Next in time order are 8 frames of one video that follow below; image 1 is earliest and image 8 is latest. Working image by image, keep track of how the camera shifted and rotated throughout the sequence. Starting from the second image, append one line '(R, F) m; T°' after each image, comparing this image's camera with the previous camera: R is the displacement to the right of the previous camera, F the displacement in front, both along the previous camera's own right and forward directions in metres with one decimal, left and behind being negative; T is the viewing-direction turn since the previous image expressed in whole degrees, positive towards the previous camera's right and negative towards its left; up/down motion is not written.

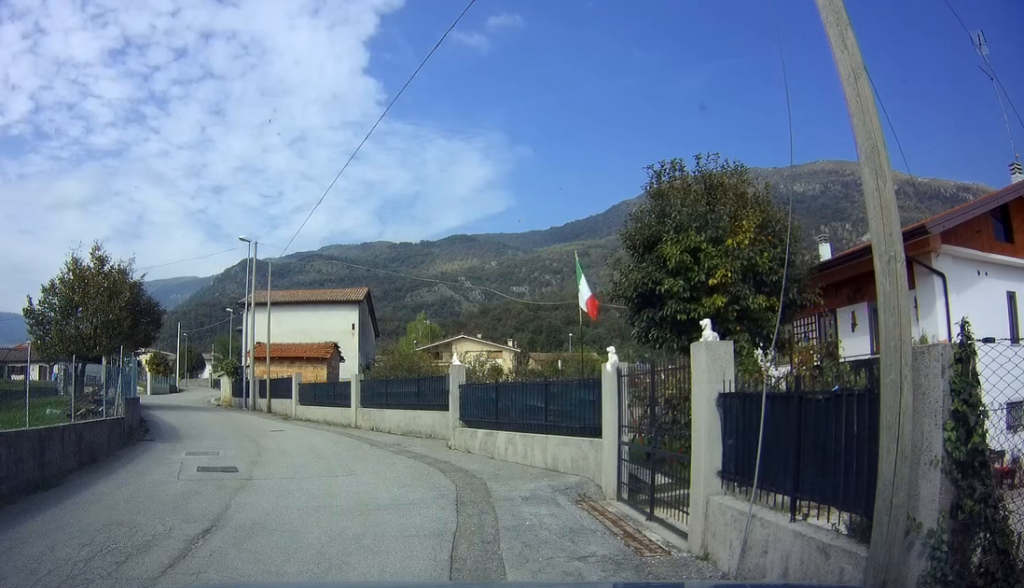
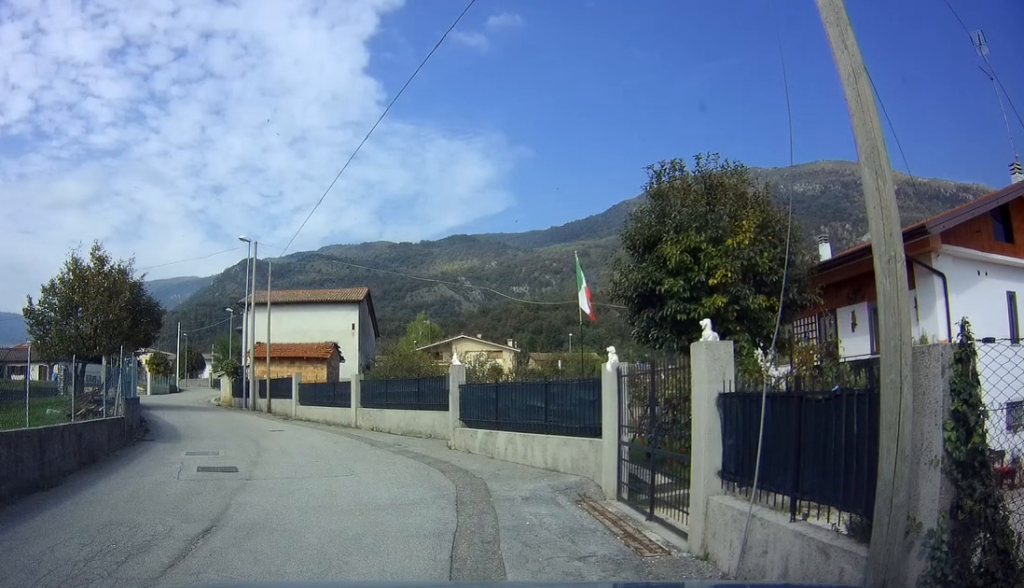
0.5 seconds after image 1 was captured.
(0.0, 0.0) m; 0°
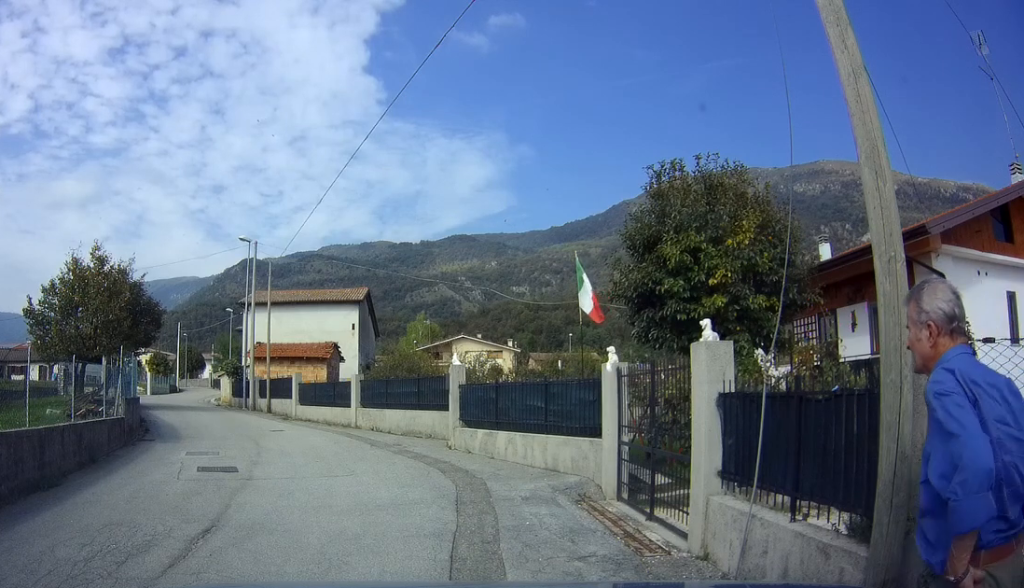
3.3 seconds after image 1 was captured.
(0.0, 0.0) m; 0°
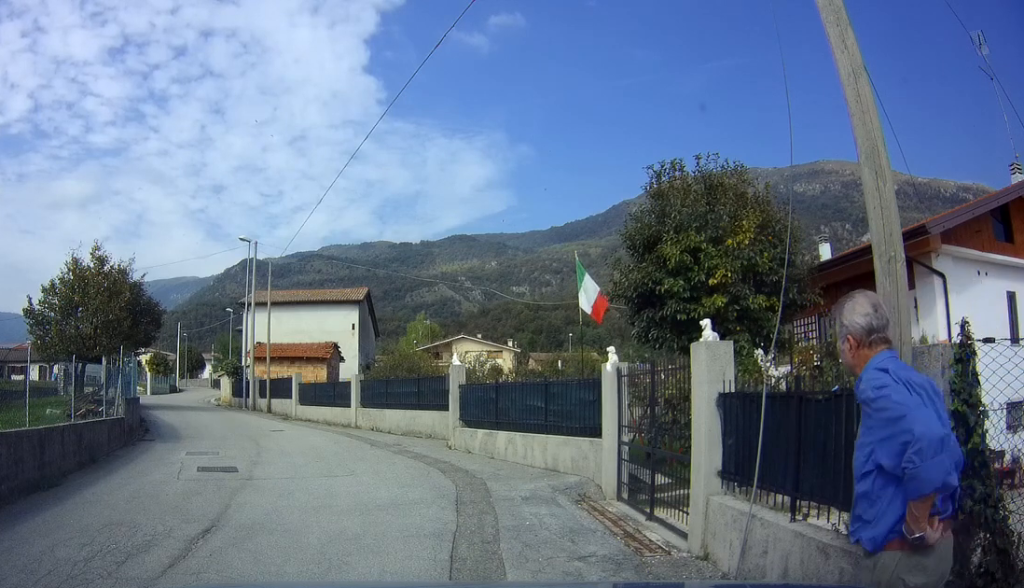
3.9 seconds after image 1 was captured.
(0.0, 0.0) m; 0°
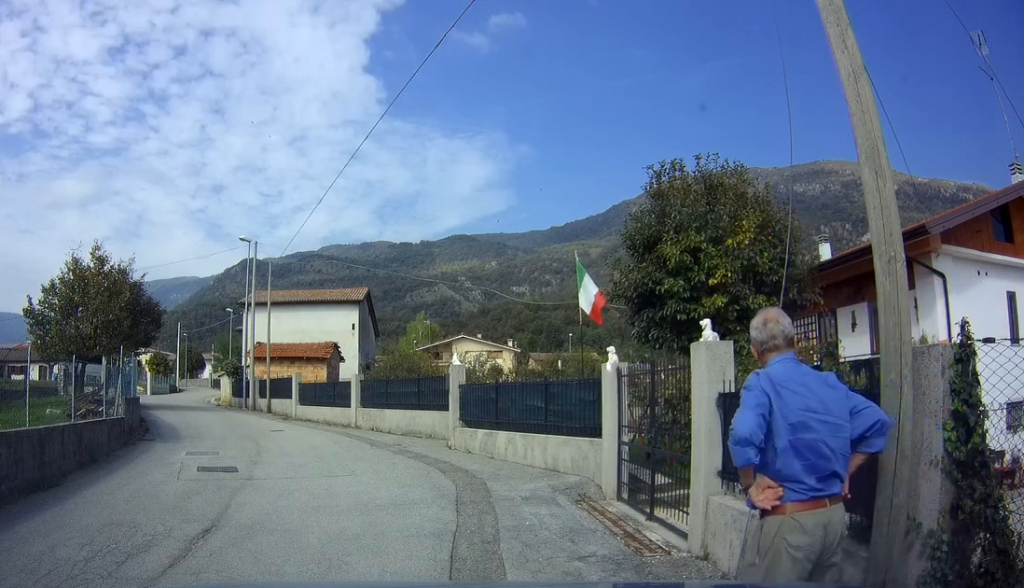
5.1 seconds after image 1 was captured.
(0.0, 0.0) m; 0°
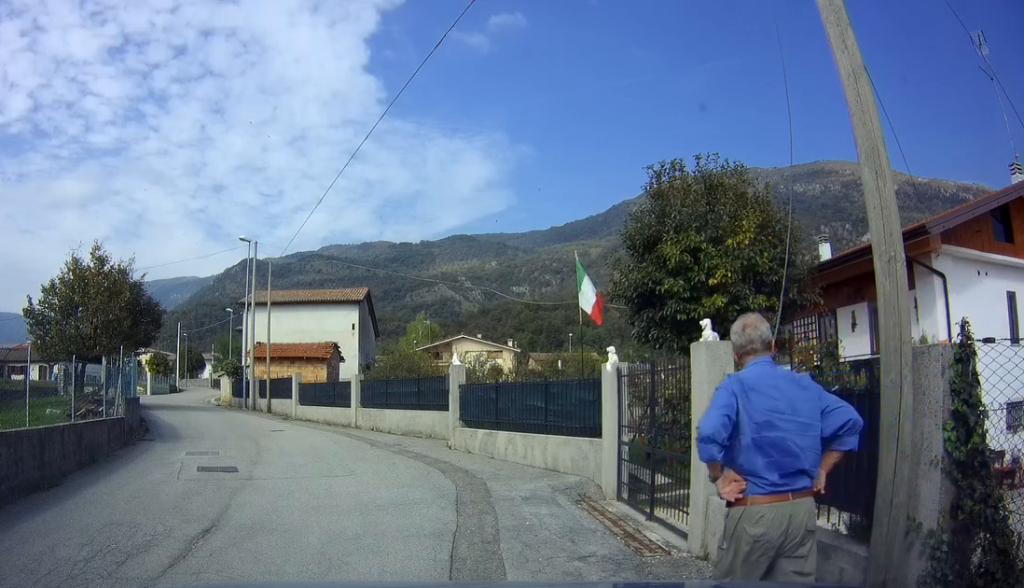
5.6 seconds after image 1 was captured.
(0.0, 0.0) m; 0°
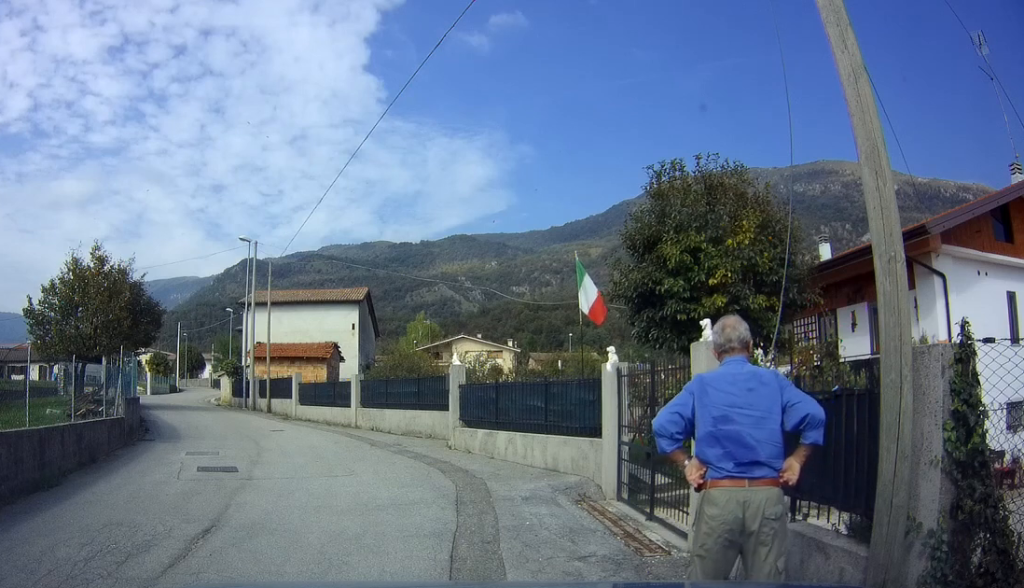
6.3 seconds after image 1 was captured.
(0.0, 0.0) m; 0°
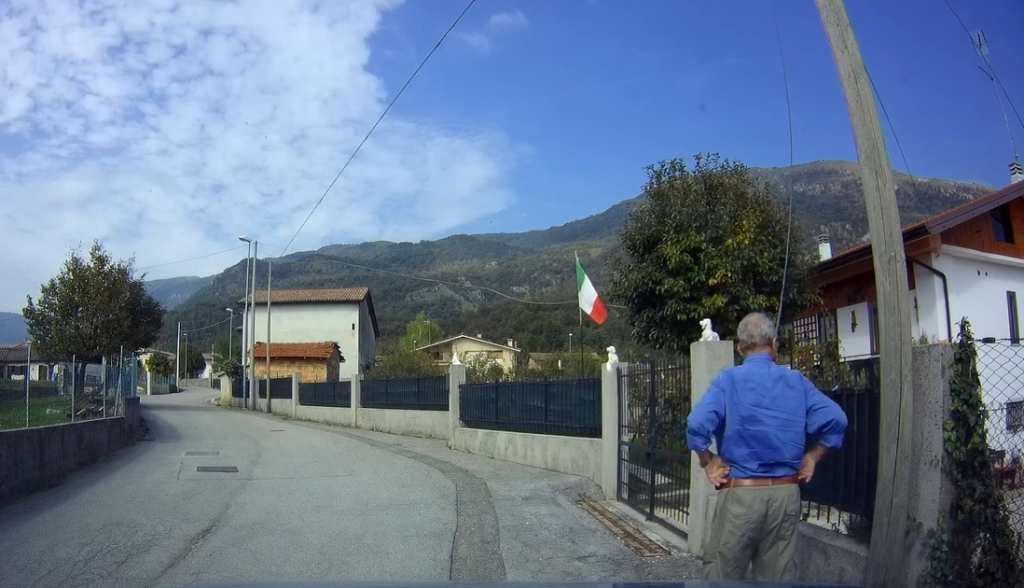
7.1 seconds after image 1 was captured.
(0.0, 0.0) m; 0°
